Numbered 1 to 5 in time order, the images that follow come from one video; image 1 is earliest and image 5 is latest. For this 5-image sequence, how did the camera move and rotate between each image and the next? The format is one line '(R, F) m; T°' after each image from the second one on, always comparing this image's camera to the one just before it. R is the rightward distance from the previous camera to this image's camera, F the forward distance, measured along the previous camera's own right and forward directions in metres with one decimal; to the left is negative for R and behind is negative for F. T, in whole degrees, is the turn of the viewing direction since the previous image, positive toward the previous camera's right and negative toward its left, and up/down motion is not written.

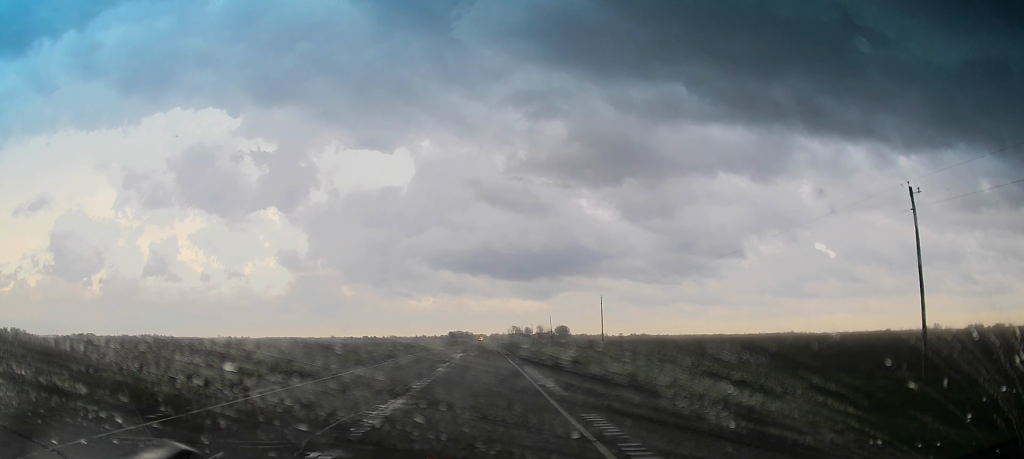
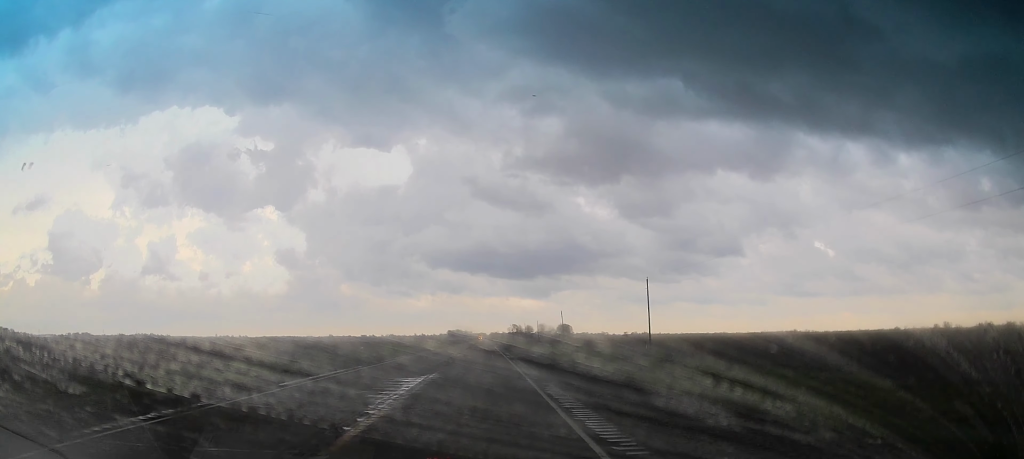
(0.0, +28.0) m; 0°
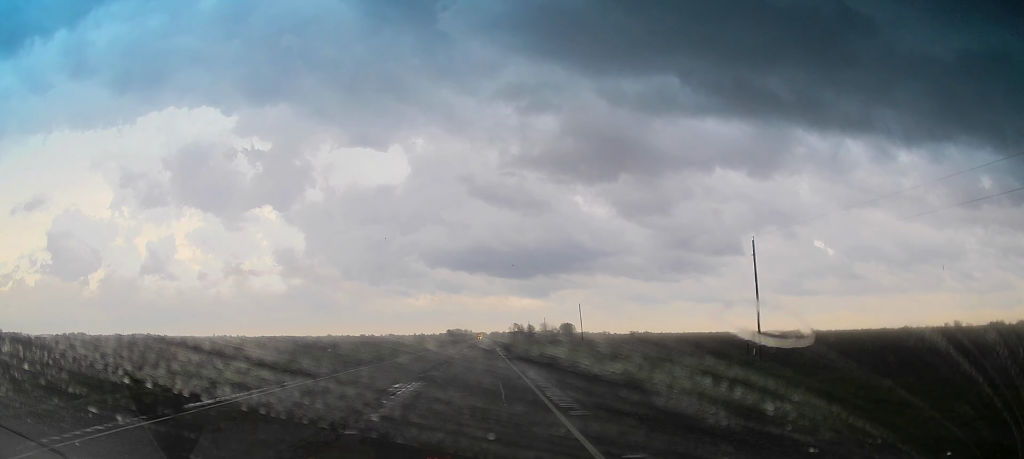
(0.0, +28.1) m; 0°
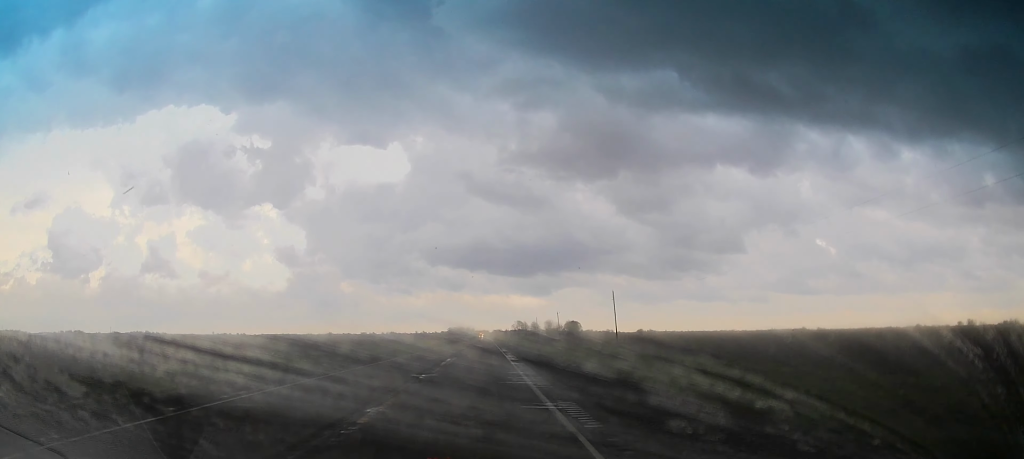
(0.0, +30.1) m; 0°
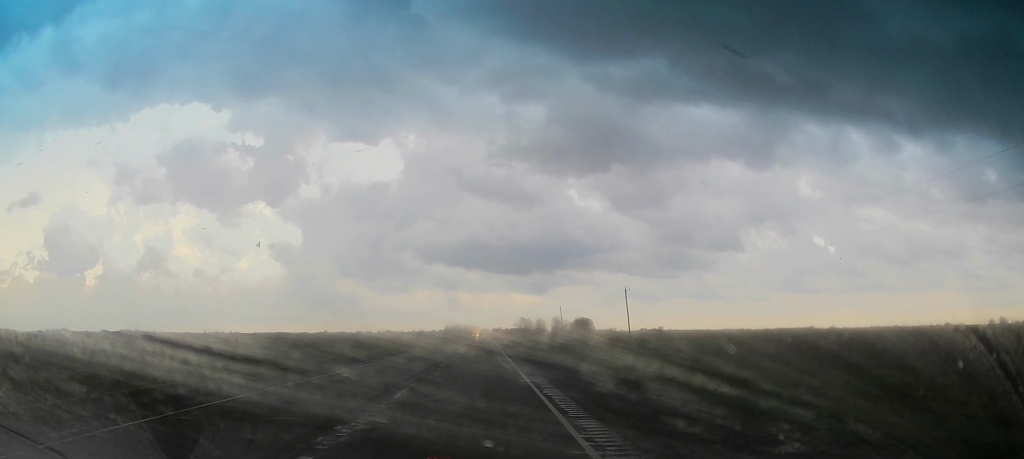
(-0.5, +80.0) m; -1°
